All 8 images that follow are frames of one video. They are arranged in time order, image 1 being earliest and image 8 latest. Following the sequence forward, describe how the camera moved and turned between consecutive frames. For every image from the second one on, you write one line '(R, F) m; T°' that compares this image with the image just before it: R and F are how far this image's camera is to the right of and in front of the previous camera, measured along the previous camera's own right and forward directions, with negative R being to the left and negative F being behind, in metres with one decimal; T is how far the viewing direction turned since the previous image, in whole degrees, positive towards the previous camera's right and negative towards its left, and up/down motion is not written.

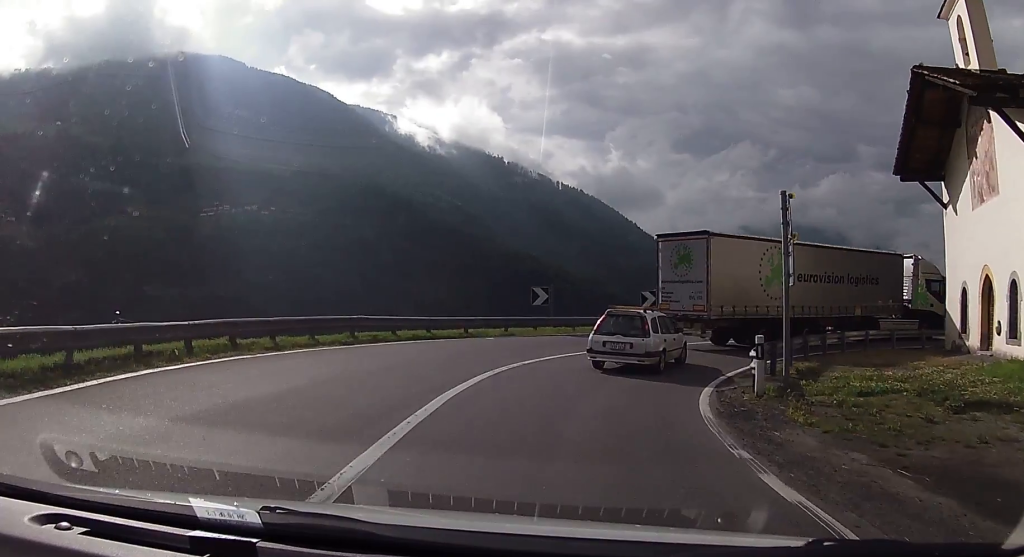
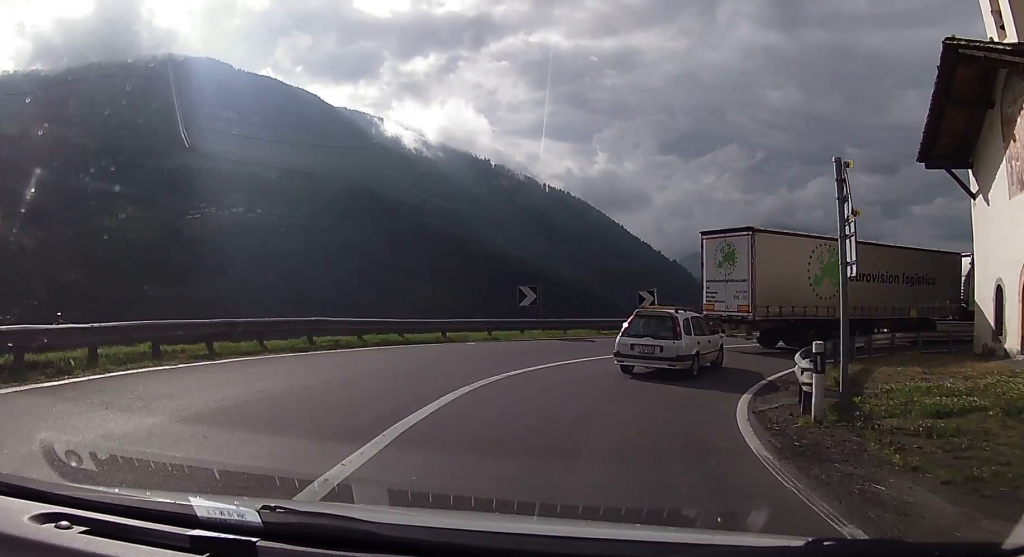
(-0.3, +2.9) m; 0°
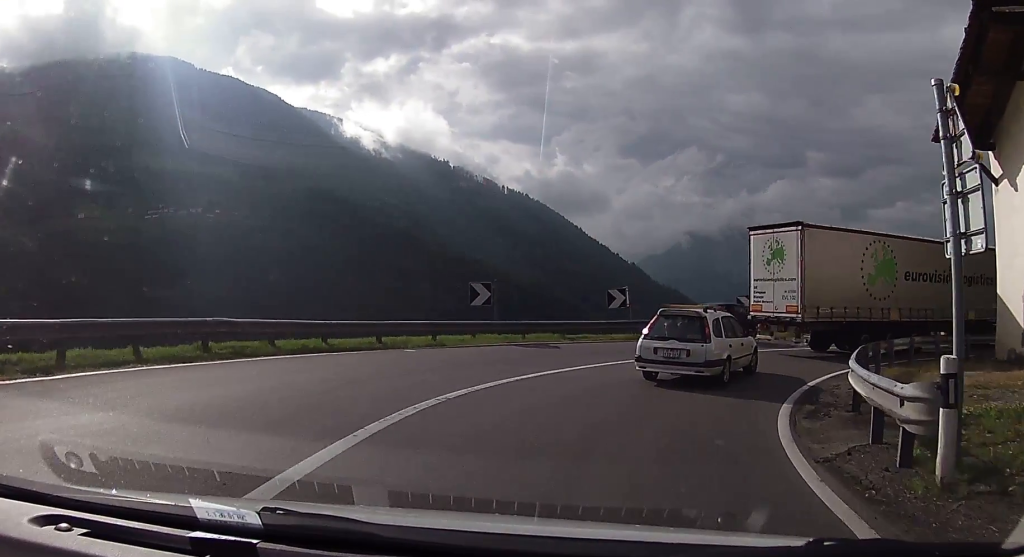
(-0.2, +3.7) m; +2°
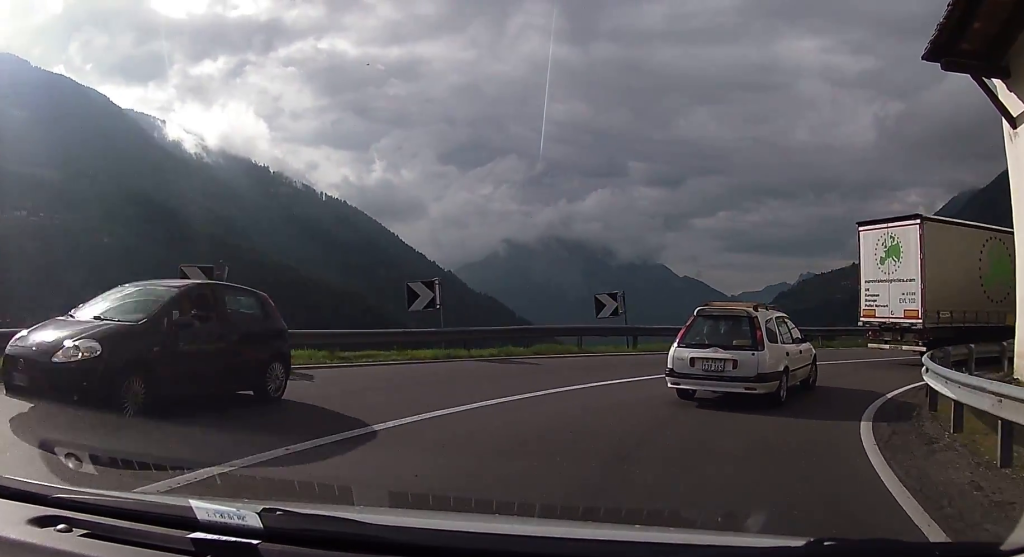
(+1.4, +9.3) m; +16°
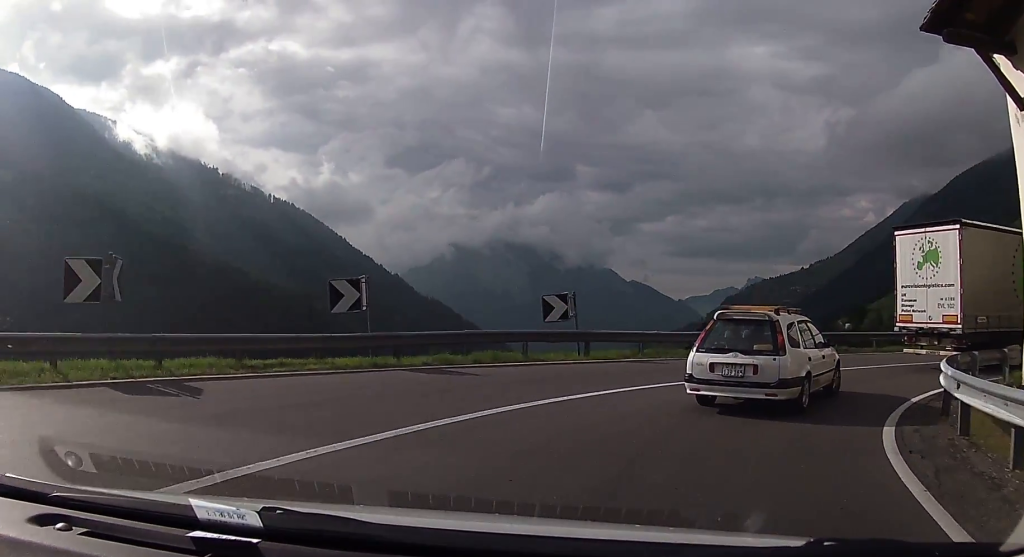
(0.0, +2.3) m; +4°
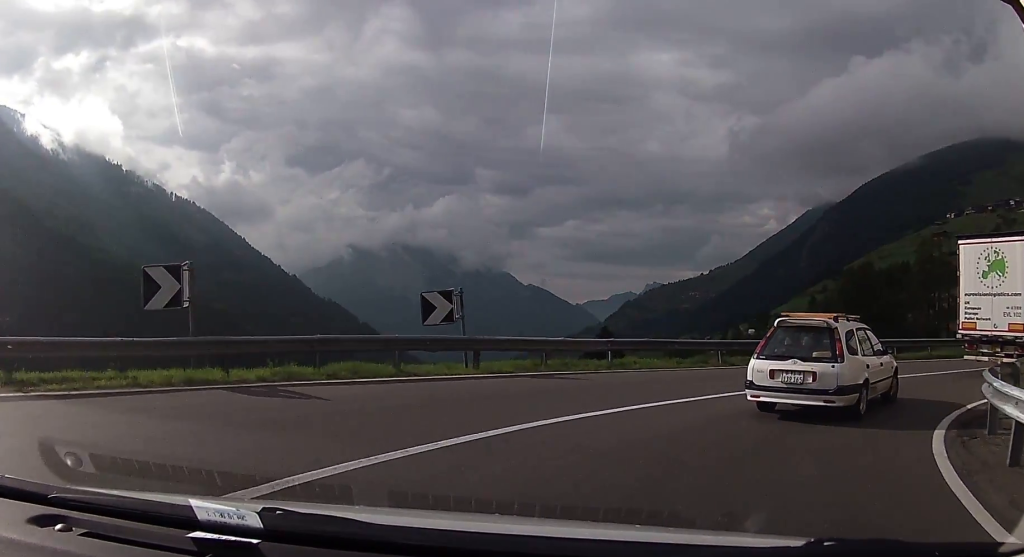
(+0.3, +4.1) m; +10°
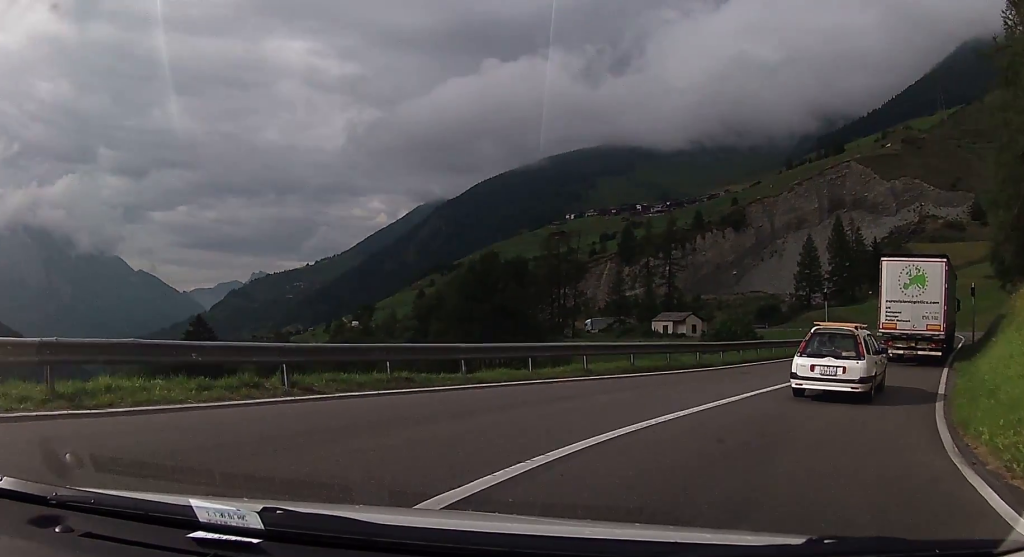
(+2.4, +9.8) m; +29°
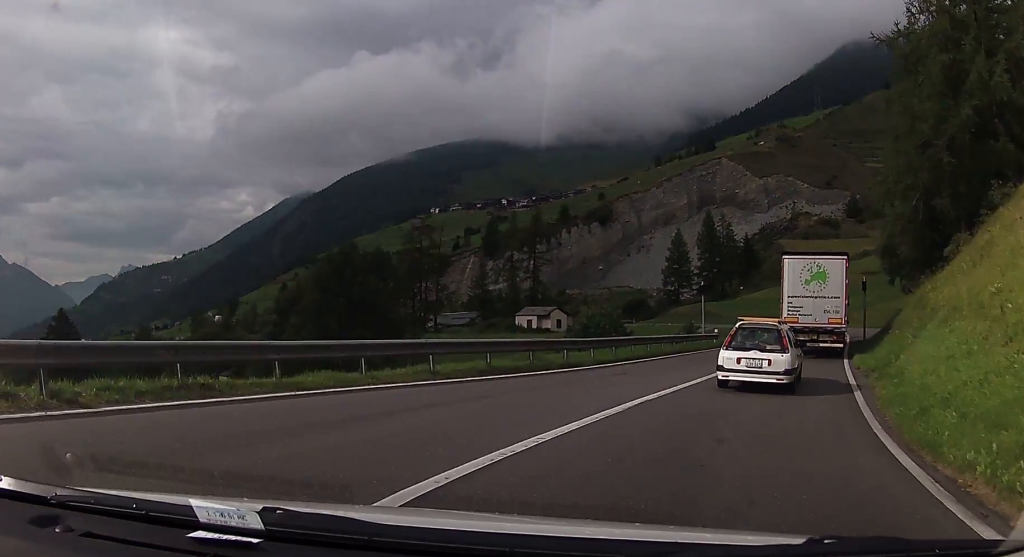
(+0.3, +2.6) m; +10°
